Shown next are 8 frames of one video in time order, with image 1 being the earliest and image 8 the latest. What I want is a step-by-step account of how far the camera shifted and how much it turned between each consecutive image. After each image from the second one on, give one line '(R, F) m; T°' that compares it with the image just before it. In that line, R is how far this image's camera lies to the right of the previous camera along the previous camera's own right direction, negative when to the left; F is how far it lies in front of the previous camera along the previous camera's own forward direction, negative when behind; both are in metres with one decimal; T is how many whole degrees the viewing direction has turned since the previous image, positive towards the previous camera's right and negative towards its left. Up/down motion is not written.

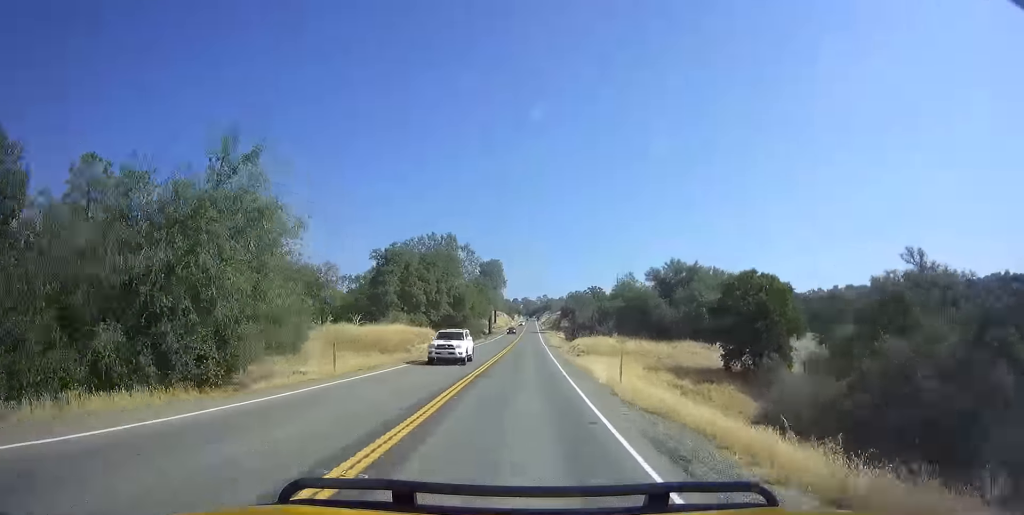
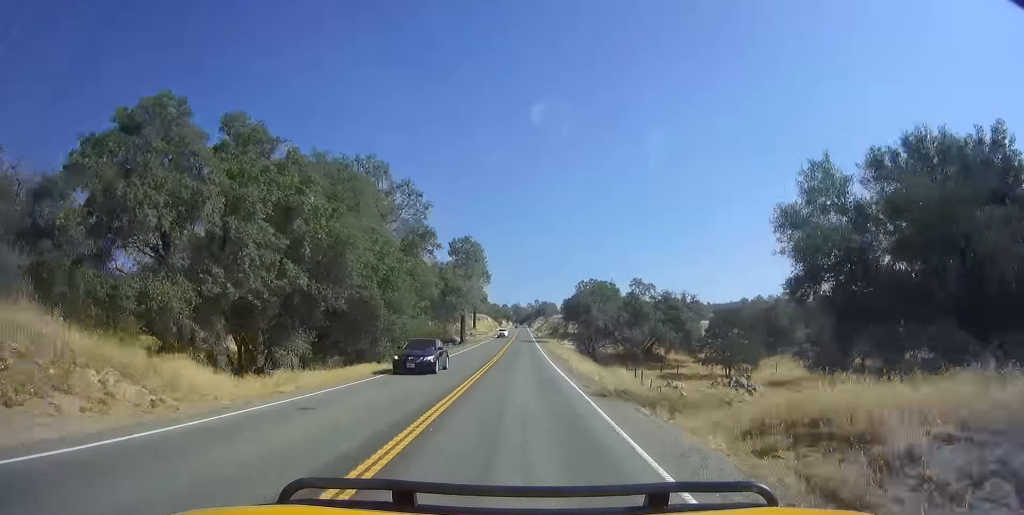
(+0.2, +40.6) m; +1°
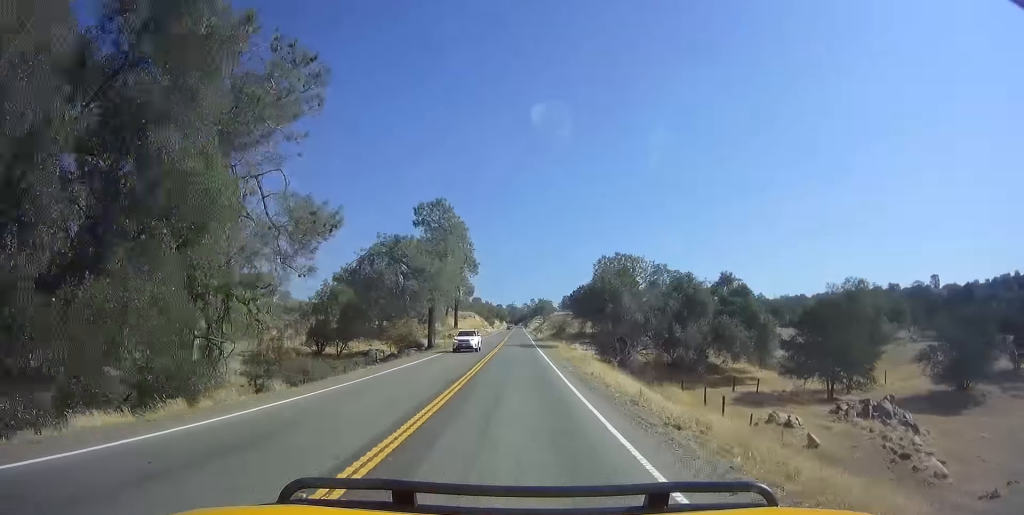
(+0.7, +25.7) m; +1°
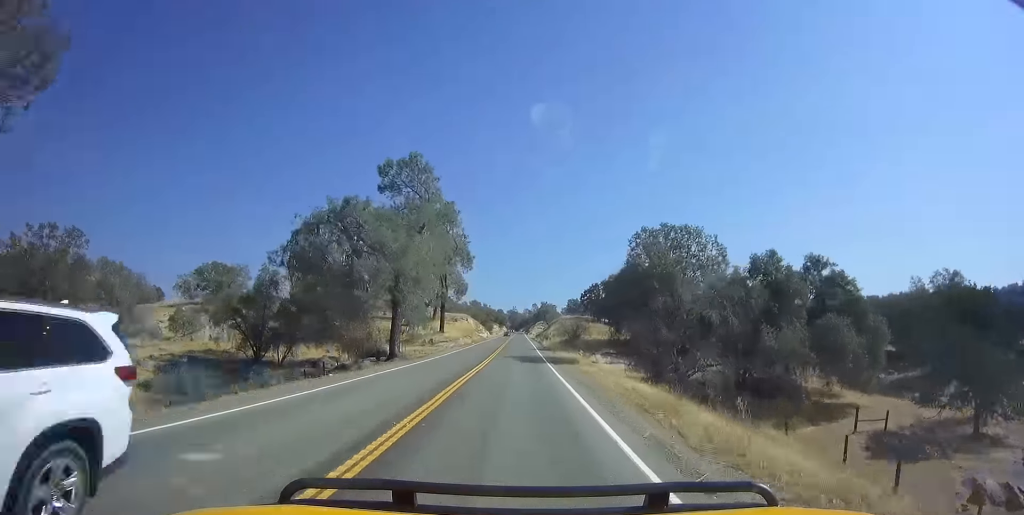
(-0.2, +17.7) m; 0°
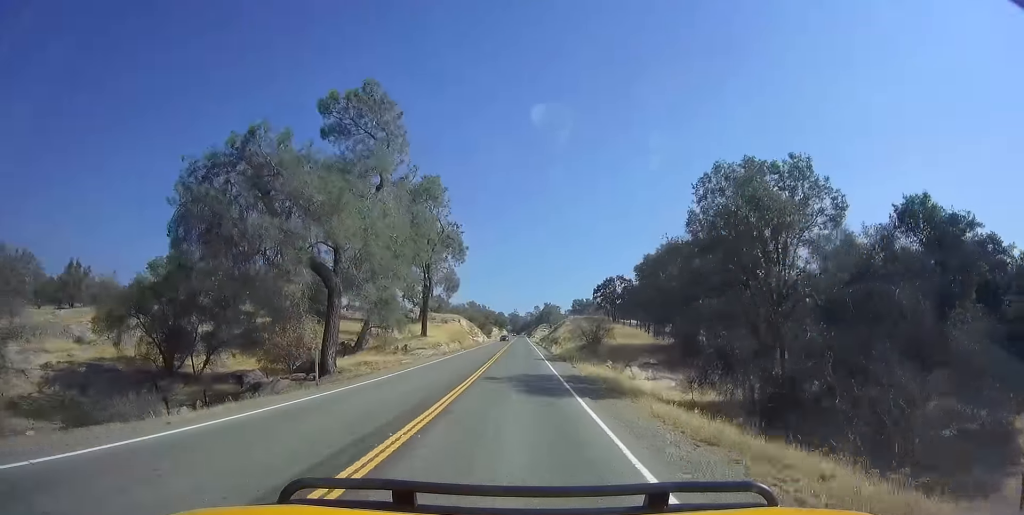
(-0.2, +15.1) m; 0°
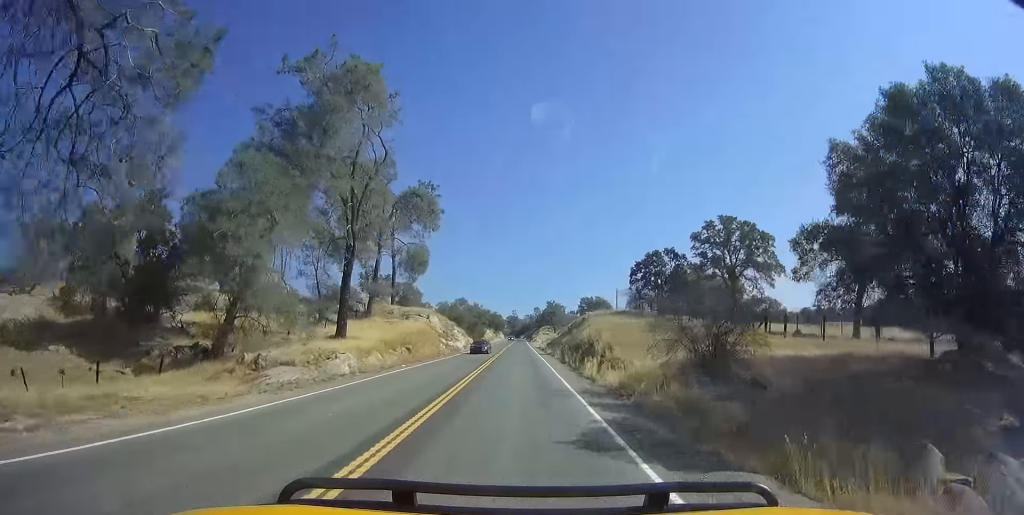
(+0.6, +28.0) m; 0°
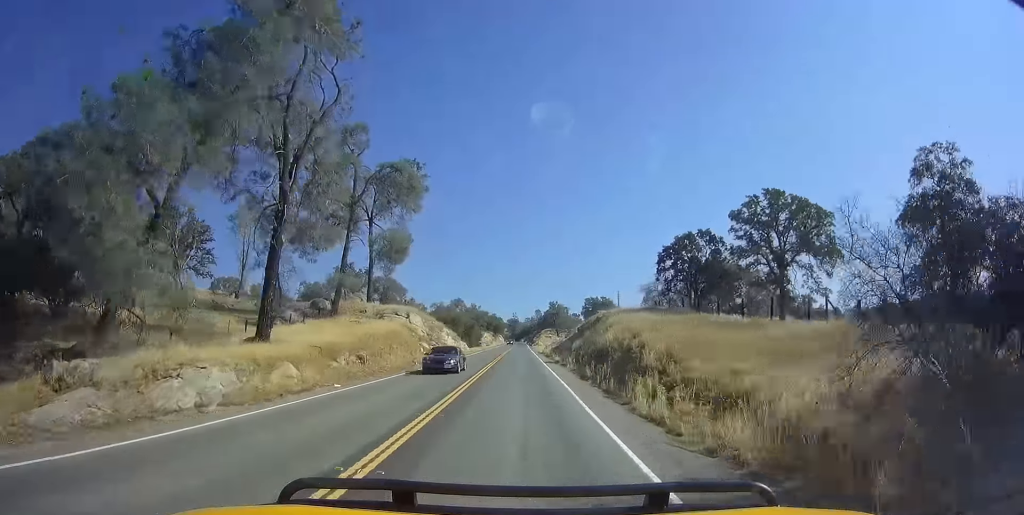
(-0.2, +10.6) m; -1°
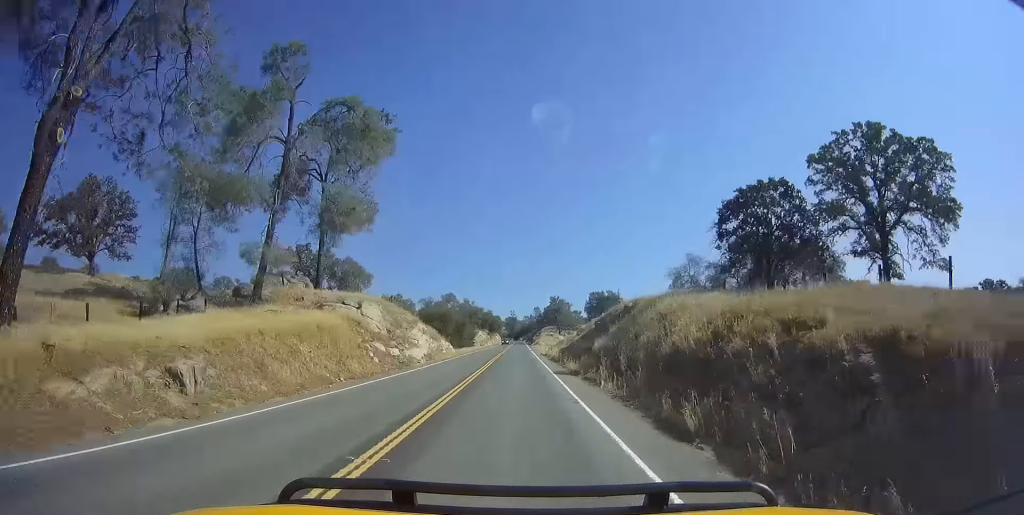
(-0.1, +13.9) m; 0°
